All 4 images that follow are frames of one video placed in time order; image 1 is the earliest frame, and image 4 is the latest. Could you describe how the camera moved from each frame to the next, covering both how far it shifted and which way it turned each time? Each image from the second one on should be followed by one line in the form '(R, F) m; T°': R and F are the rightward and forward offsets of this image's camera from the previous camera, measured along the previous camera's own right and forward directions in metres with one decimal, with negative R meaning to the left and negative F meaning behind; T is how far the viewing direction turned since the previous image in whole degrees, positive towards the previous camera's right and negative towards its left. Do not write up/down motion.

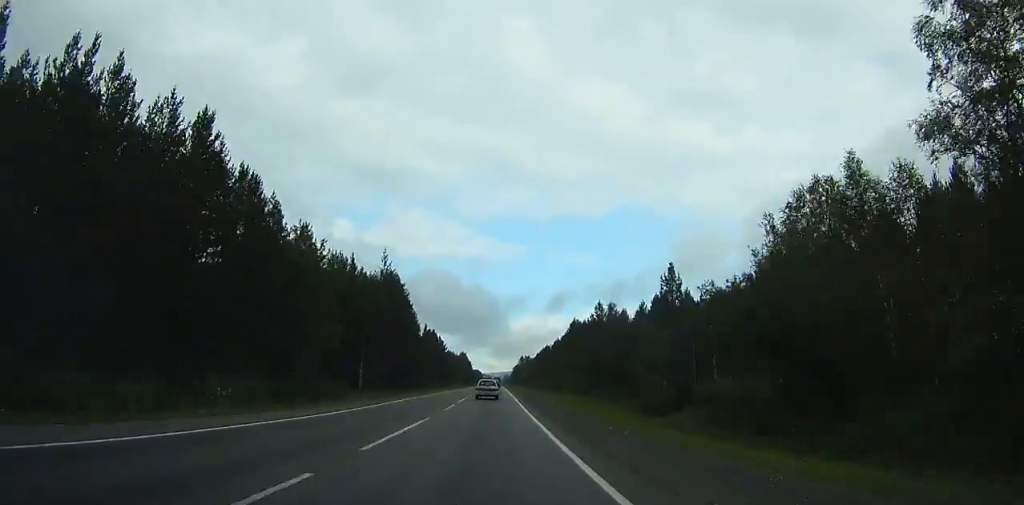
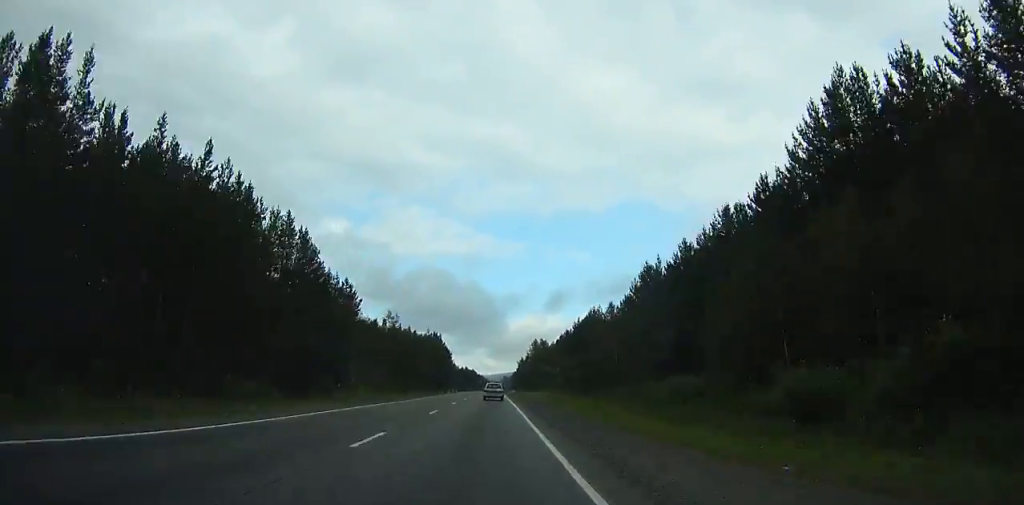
(-0.4, +124.4) m; 0°
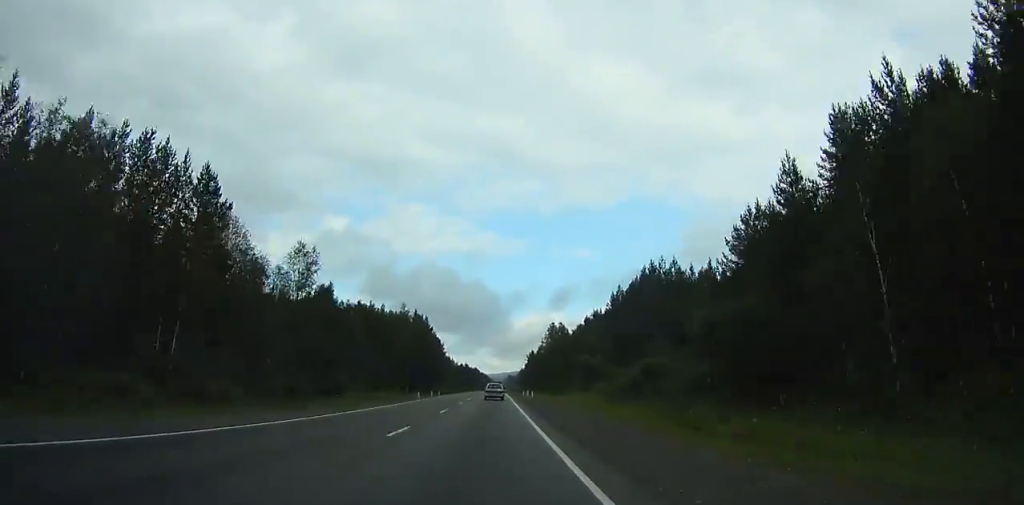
(0.0, +44.4) m; 0°
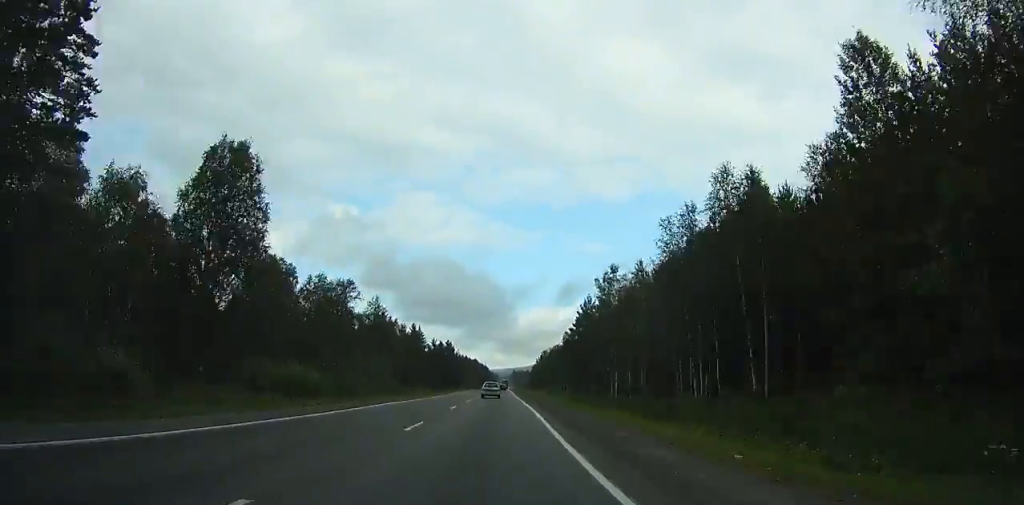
(-0.4, +129.0) m; 0°
